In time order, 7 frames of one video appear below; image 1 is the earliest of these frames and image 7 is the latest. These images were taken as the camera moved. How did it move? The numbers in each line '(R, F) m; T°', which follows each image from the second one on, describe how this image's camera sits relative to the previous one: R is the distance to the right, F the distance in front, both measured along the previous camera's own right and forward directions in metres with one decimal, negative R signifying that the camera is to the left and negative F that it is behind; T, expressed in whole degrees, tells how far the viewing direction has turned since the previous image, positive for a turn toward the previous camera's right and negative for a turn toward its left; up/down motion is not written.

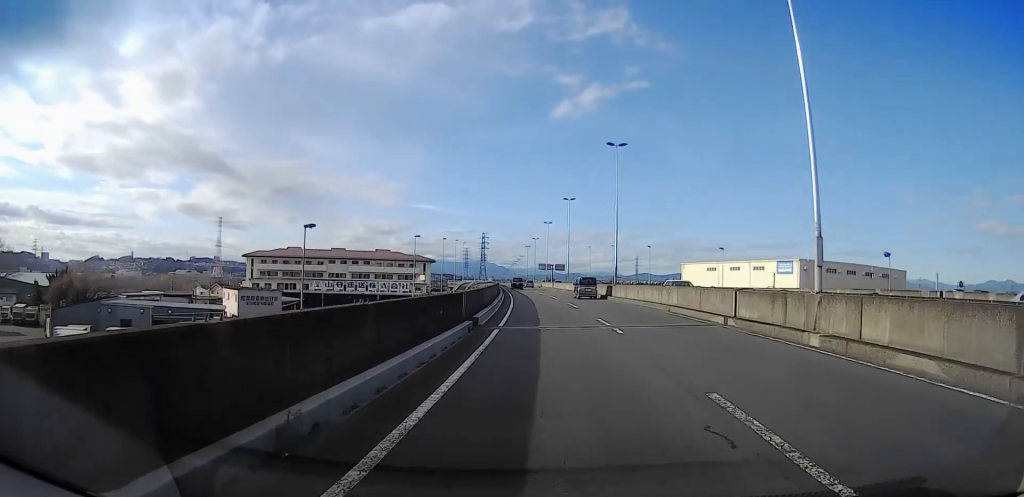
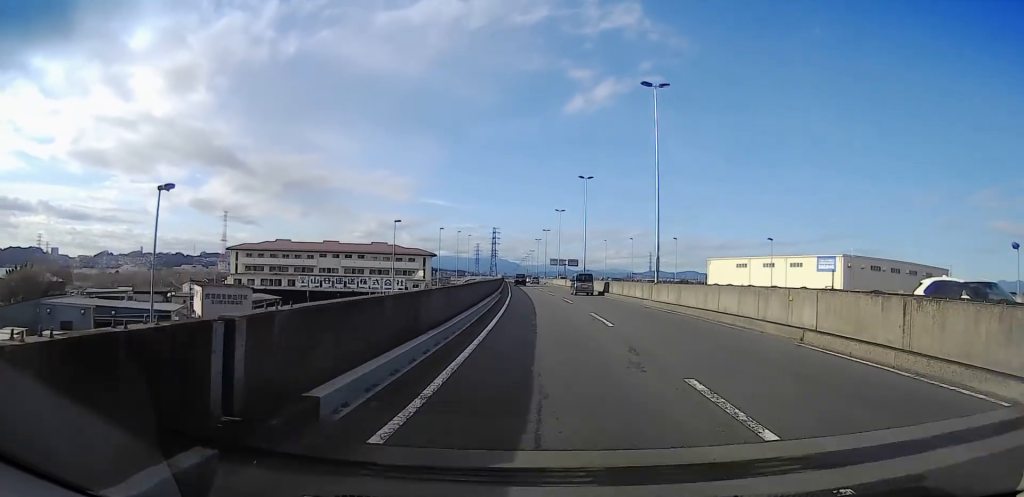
(-0.7, +13.8) m; -1°
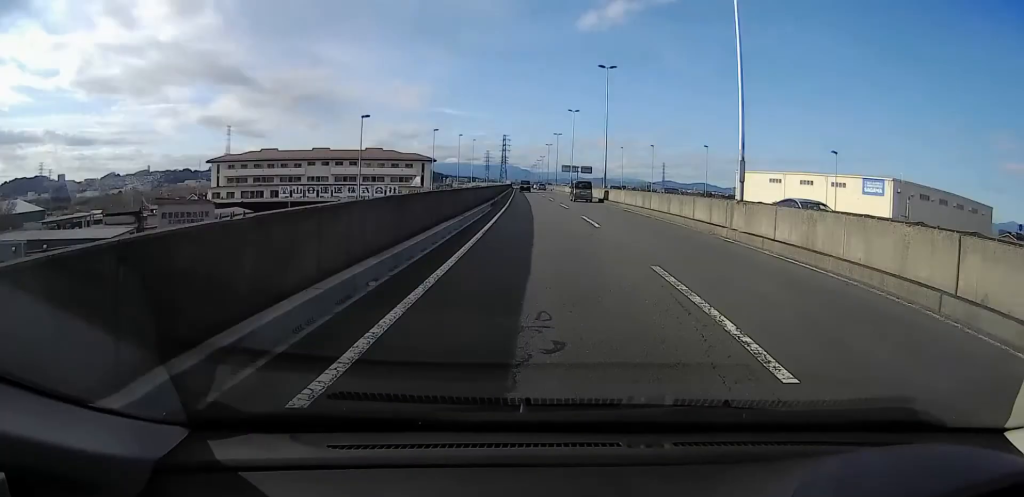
(0.0, +12.8) m; 0°
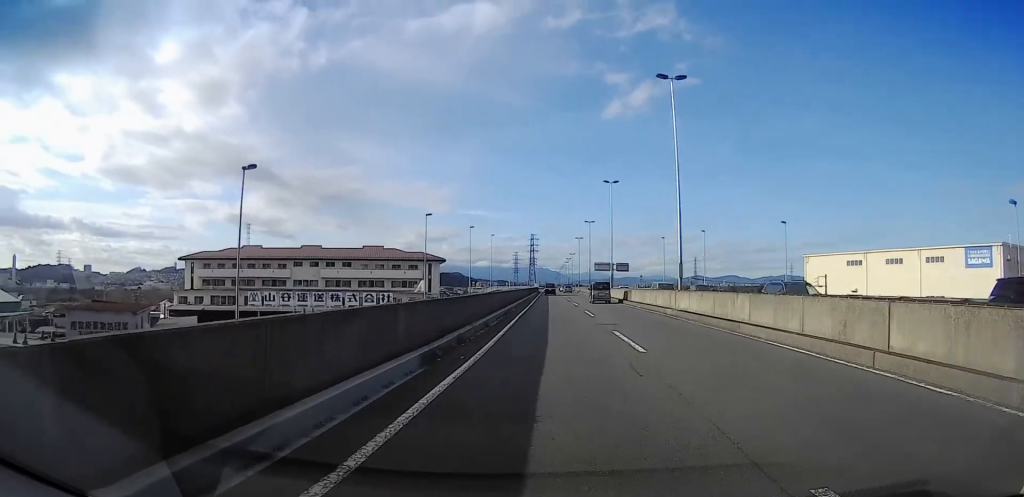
(0.0, +20.9) m; -3°
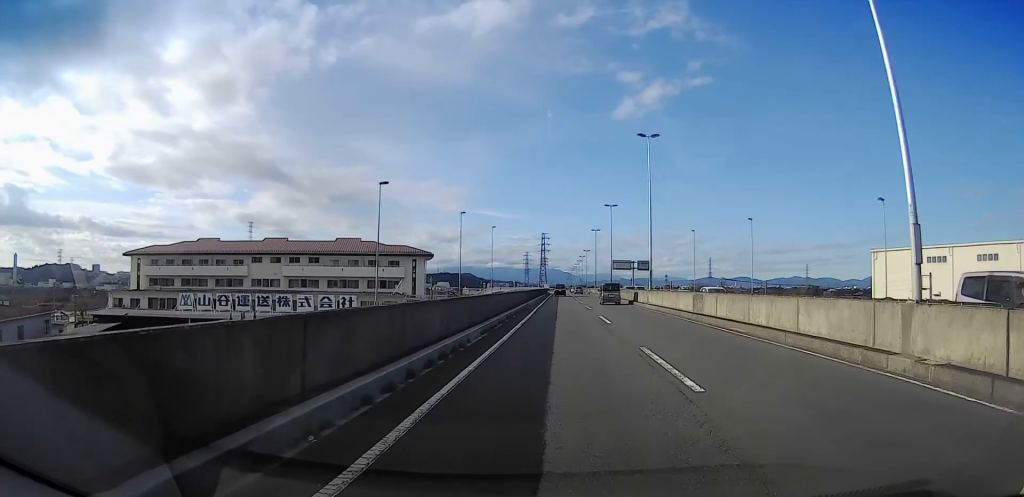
(-0.6, +19.5) m; -2°
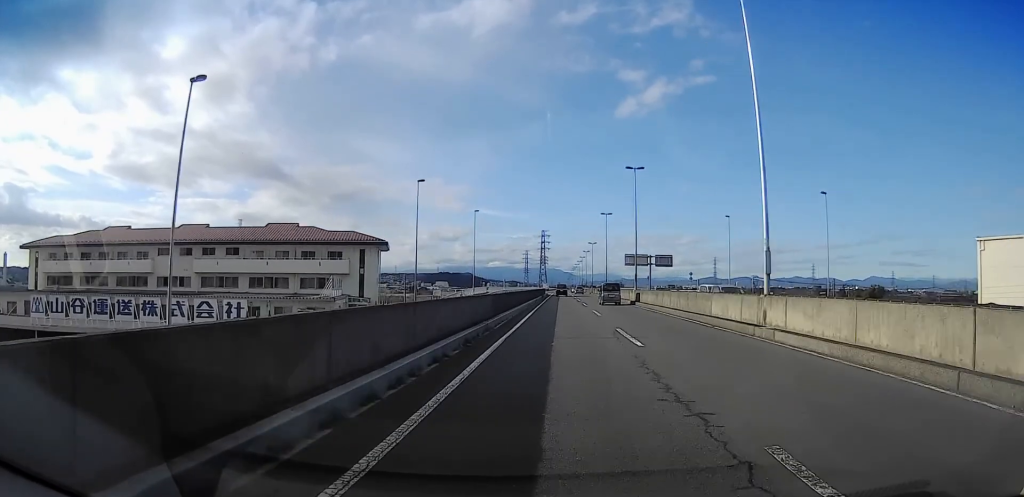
(0.0, +23.8) m; 0°
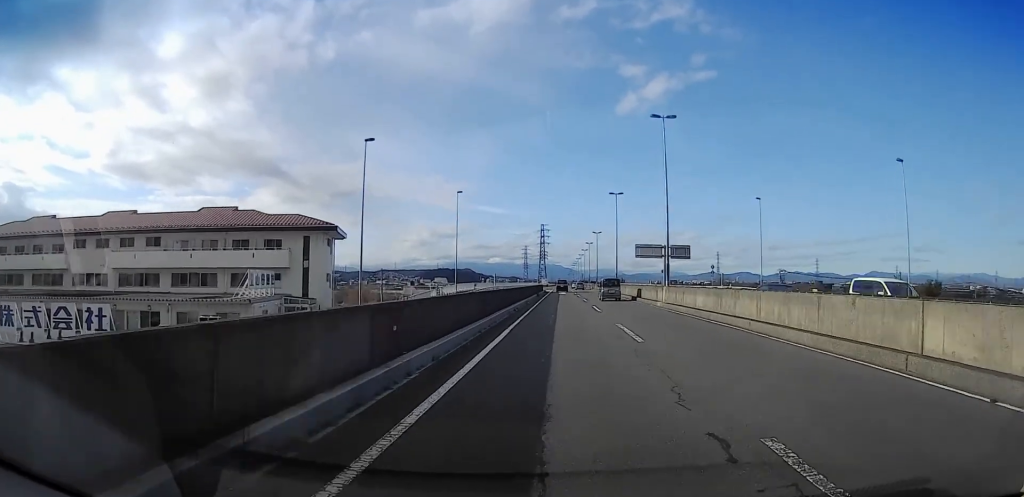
(0.0, +14.7) m; 0°
